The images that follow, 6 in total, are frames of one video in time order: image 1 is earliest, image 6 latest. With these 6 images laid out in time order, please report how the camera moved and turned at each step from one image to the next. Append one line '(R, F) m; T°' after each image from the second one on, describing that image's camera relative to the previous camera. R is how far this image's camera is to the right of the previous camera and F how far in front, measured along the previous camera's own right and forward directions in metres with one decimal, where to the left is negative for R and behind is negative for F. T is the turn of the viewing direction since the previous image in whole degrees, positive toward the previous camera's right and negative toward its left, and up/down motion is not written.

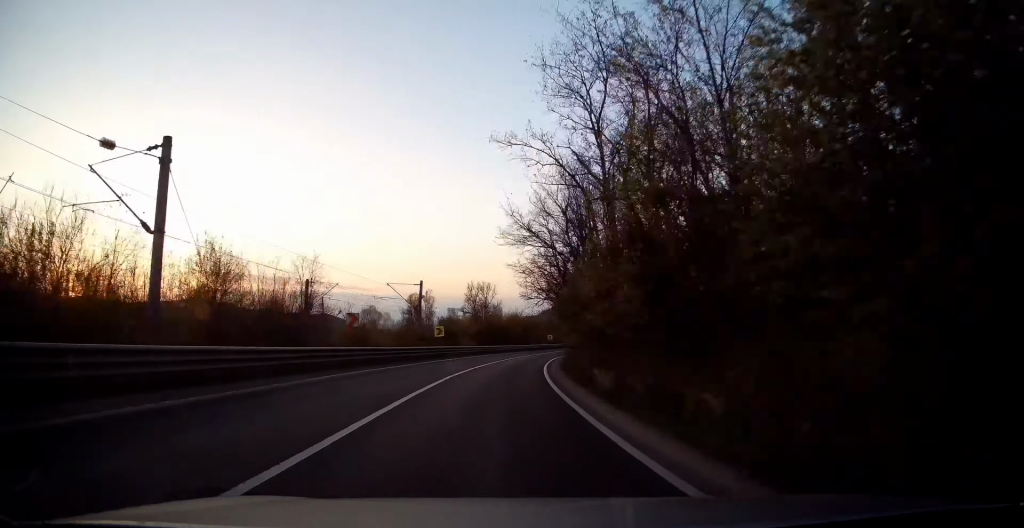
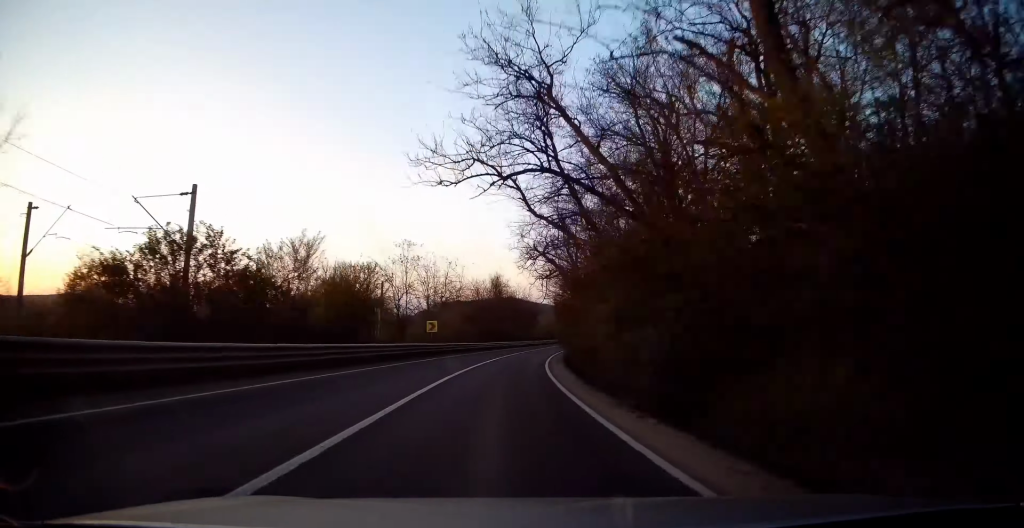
(+7.1, +62.9) m; +13°
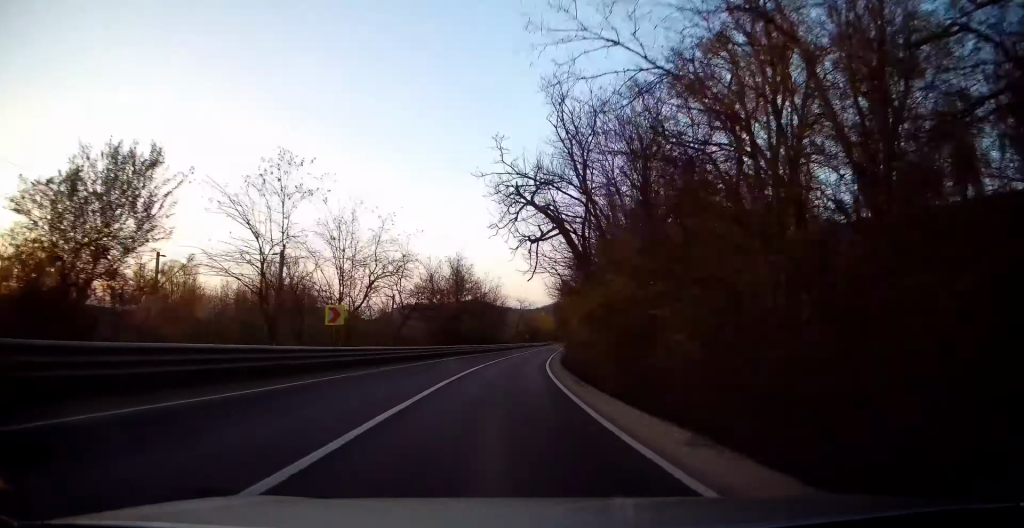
(+0.7, +20.0) m; +4°
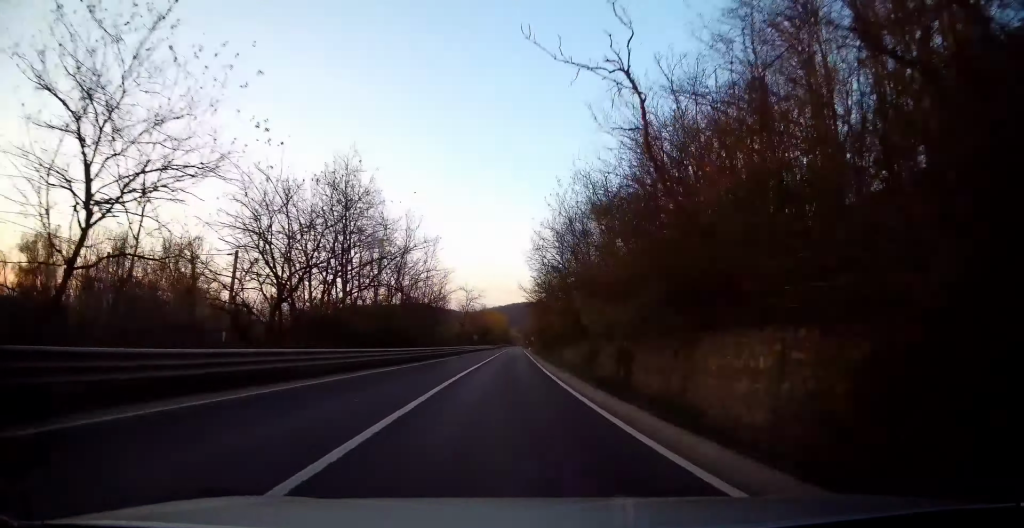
(+1.3, +32.0) m; +5°
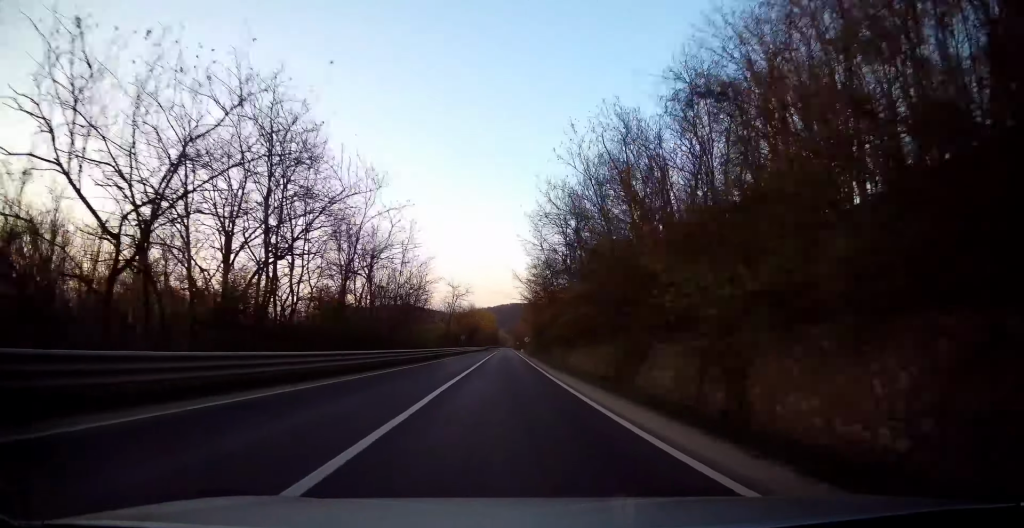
(-0.1, +9.6) m; +2°
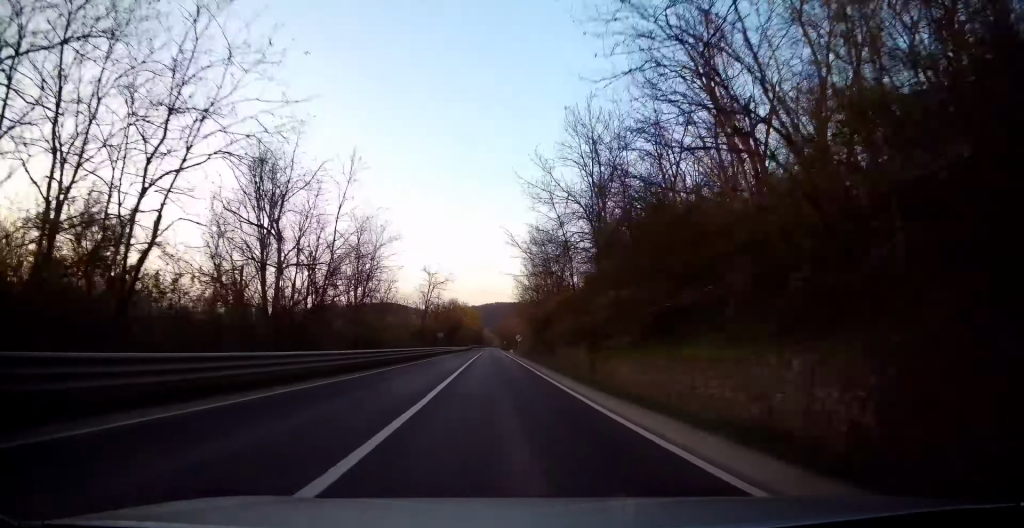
(+0.7, +16.0) m; +2°
